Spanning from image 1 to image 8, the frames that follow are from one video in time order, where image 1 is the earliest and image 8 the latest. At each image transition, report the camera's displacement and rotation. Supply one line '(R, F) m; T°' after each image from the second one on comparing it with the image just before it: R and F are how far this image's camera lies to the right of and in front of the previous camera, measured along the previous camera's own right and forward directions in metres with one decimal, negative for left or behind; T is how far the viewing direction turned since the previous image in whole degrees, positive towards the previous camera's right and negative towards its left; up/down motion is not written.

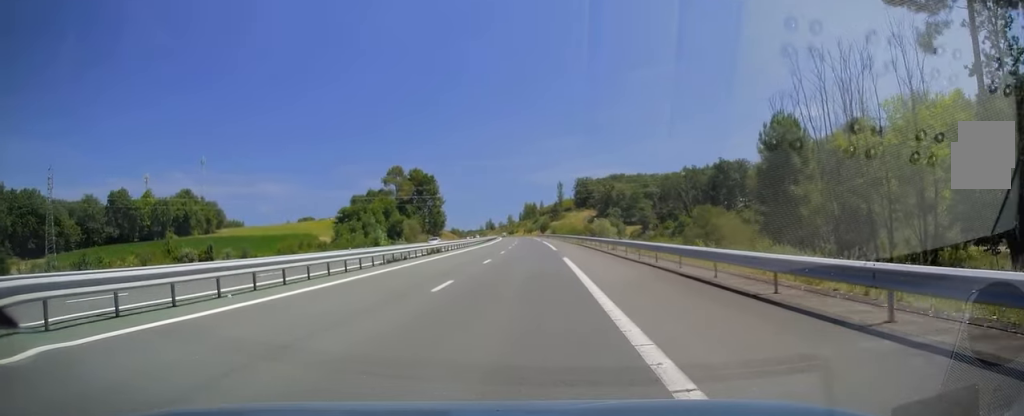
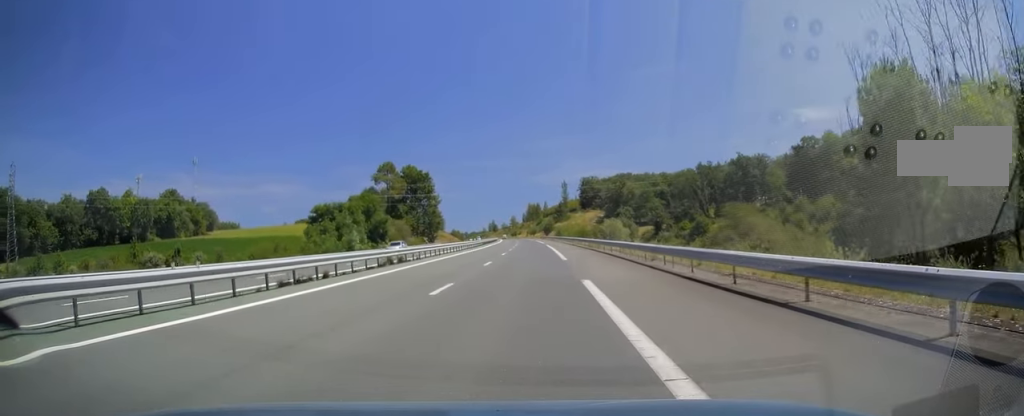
(+0.1, +13.2) m; 0°
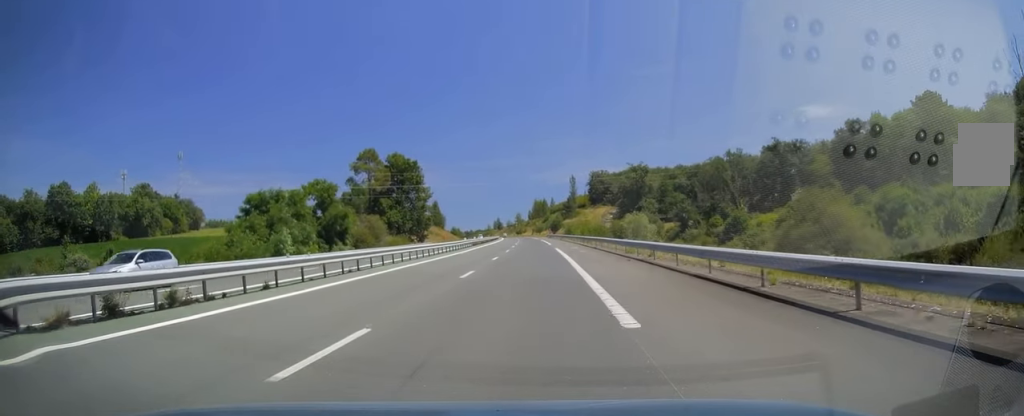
(-0.1, +21.6) m; -1°
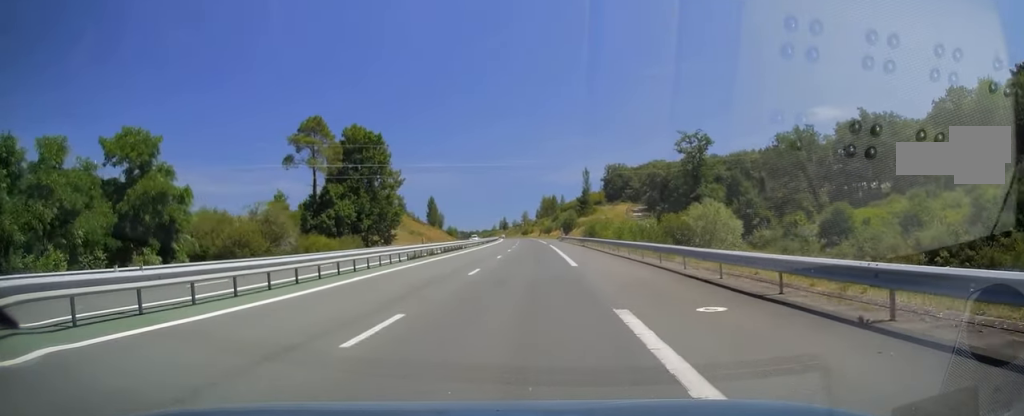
(-0.5, +36.8) m; -1°
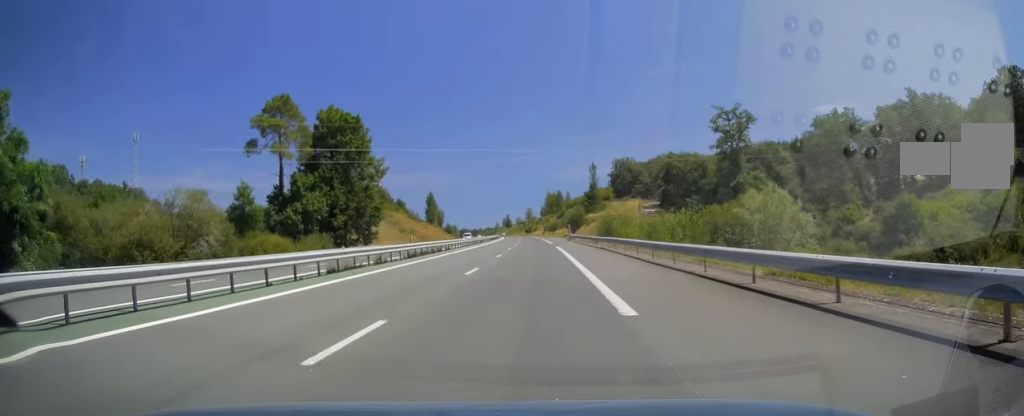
(0.0, +14.2) m; 0°
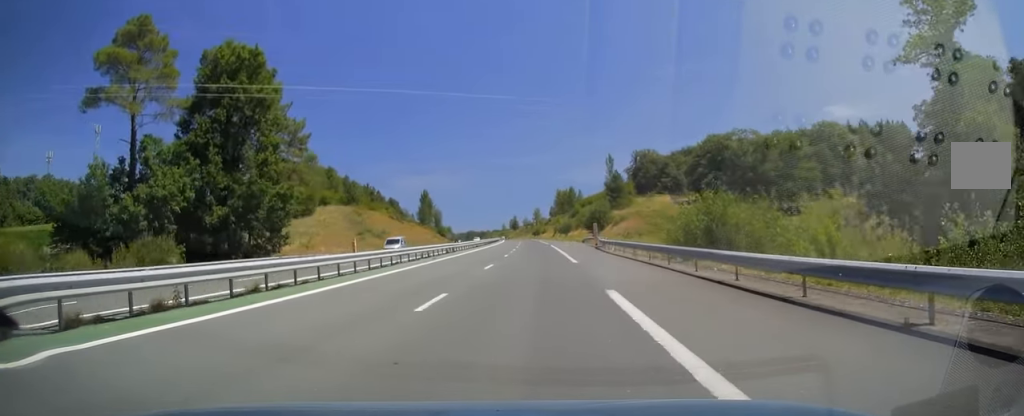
(-0.3, +34.4) m; 0°
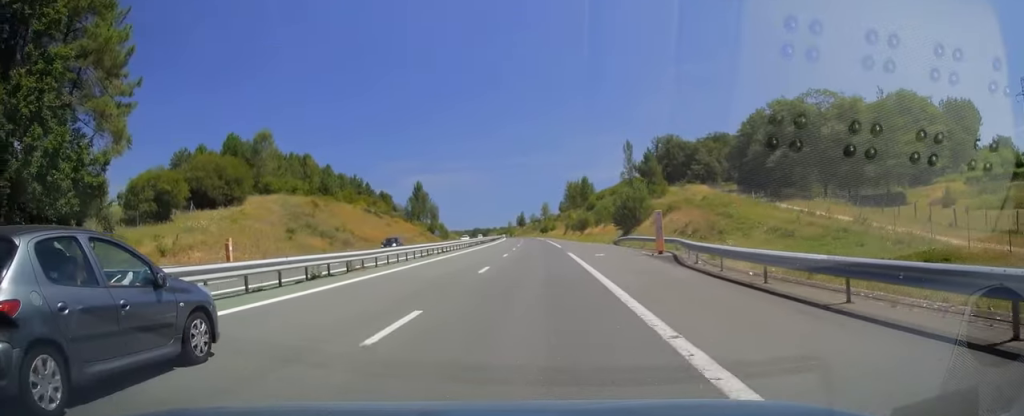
(+0.1, +29.4) m; -1°
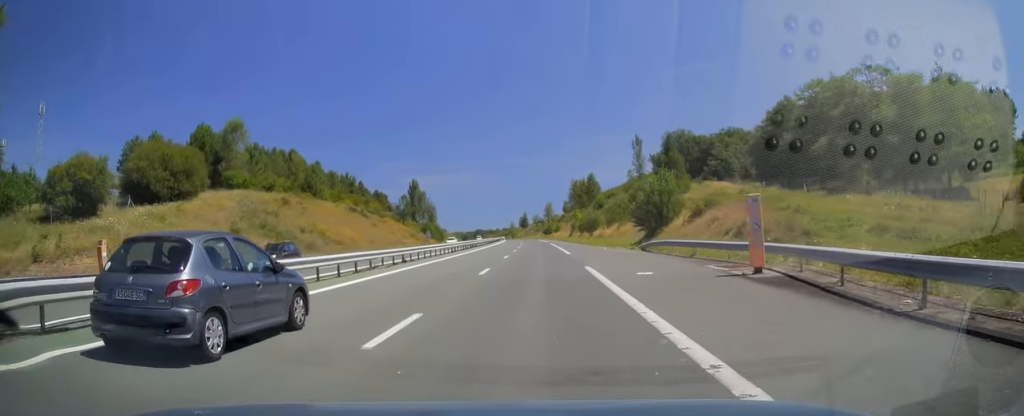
(-0.1, +13.2) m; -1°
